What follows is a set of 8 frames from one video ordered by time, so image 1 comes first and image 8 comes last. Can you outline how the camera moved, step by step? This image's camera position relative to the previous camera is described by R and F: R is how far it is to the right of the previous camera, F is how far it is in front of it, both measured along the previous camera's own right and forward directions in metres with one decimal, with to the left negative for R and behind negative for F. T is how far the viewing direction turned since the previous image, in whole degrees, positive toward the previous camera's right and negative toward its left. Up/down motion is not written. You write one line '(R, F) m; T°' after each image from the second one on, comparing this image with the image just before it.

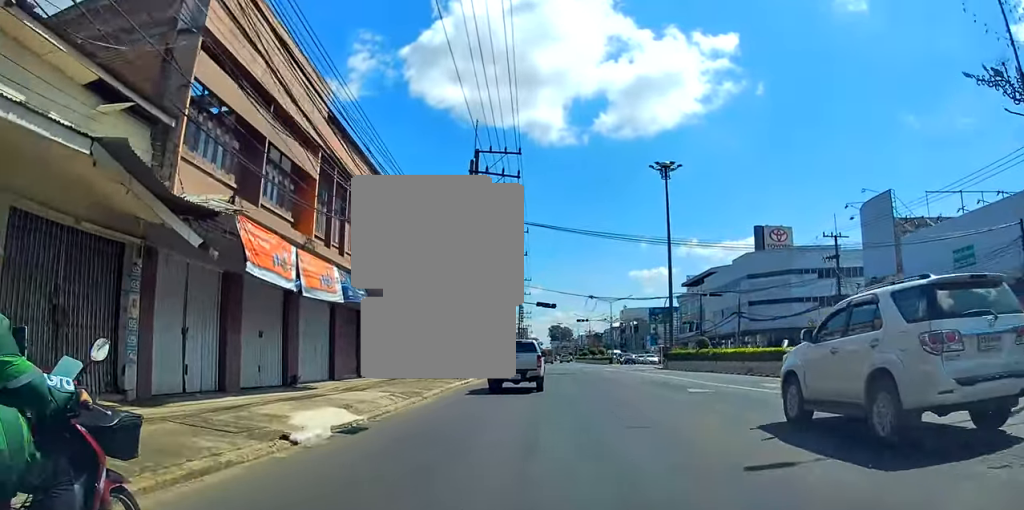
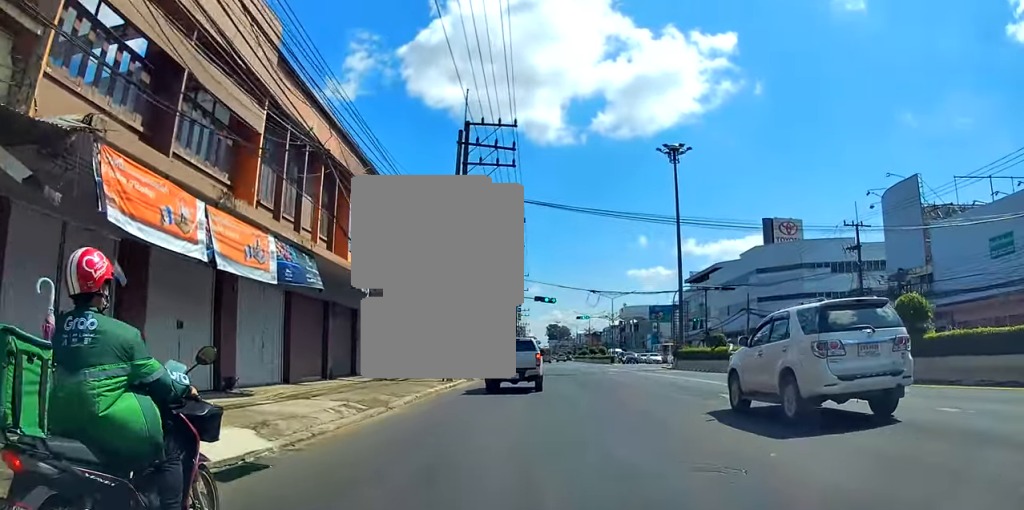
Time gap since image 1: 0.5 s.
(0.0, +3.6) m; 0°
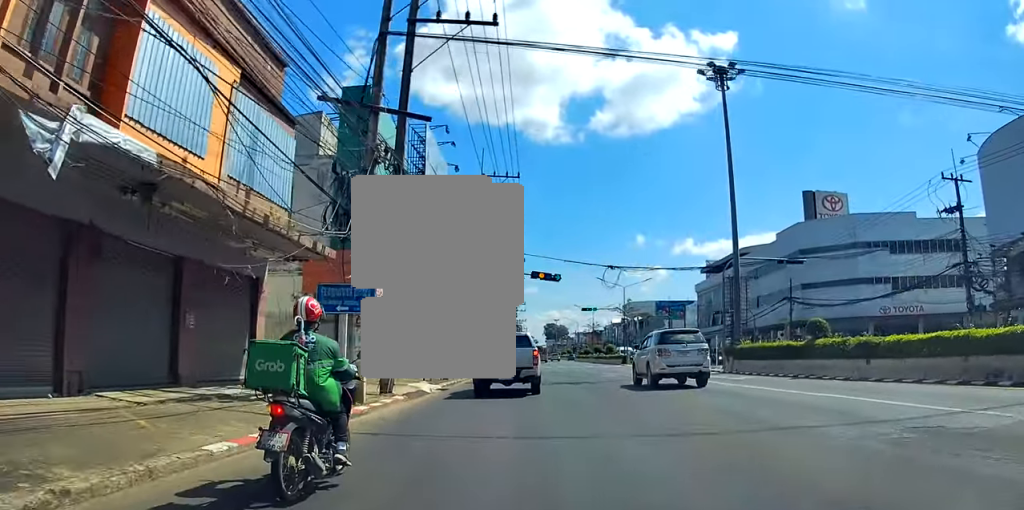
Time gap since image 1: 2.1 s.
(-0.1, +12.1) m; -2°
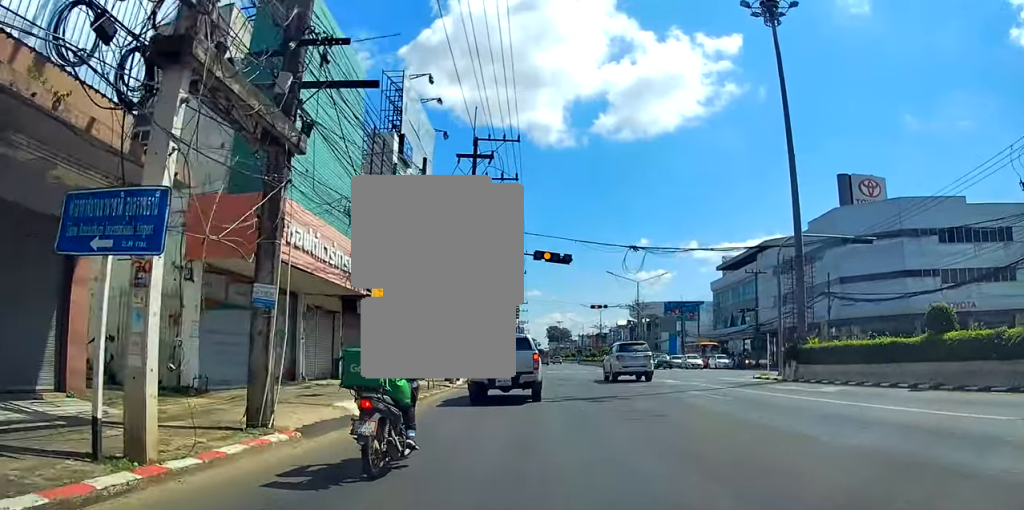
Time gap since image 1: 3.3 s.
(-0.2, +7.7) m; -3°
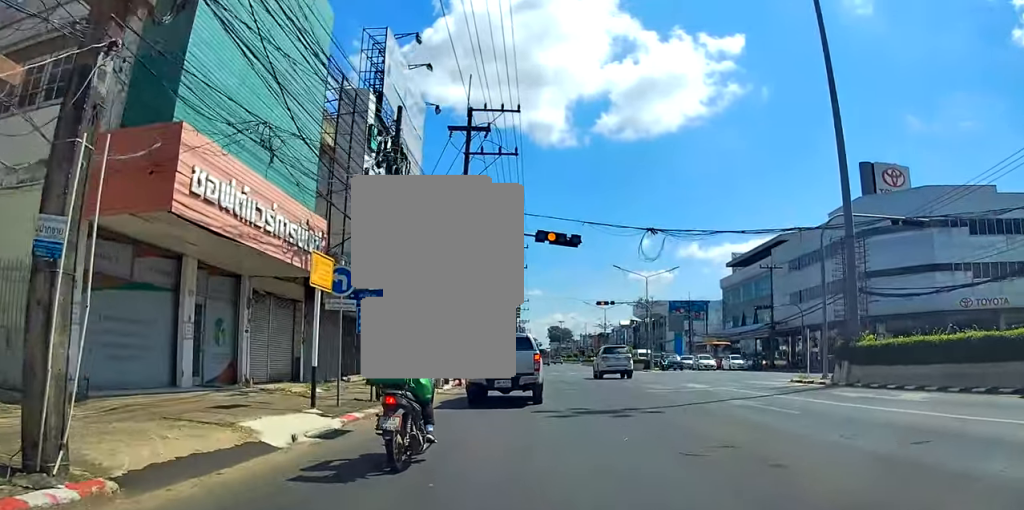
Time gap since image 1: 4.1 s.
(-0.1, +4.3) m; -3°
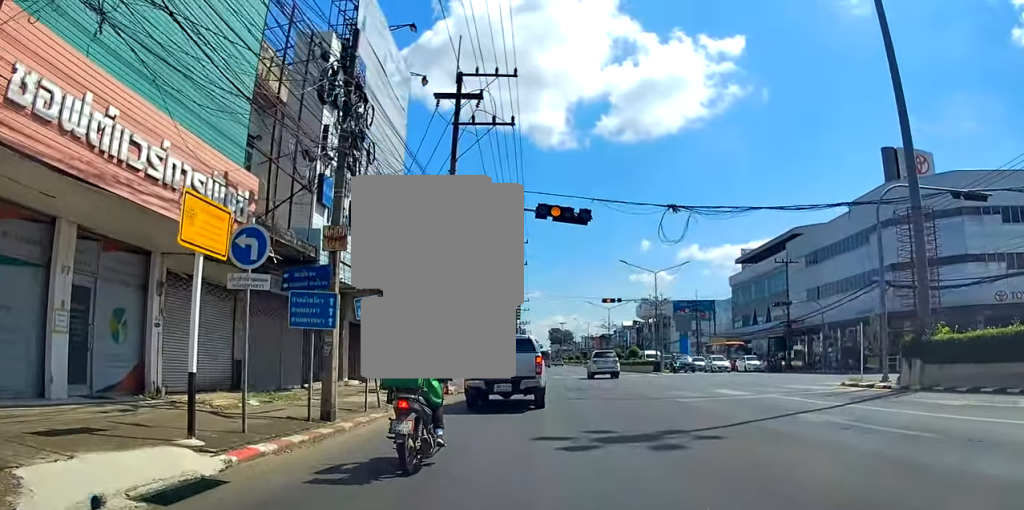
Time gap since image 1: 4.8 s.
(+0.1, +4.4) m; -6°
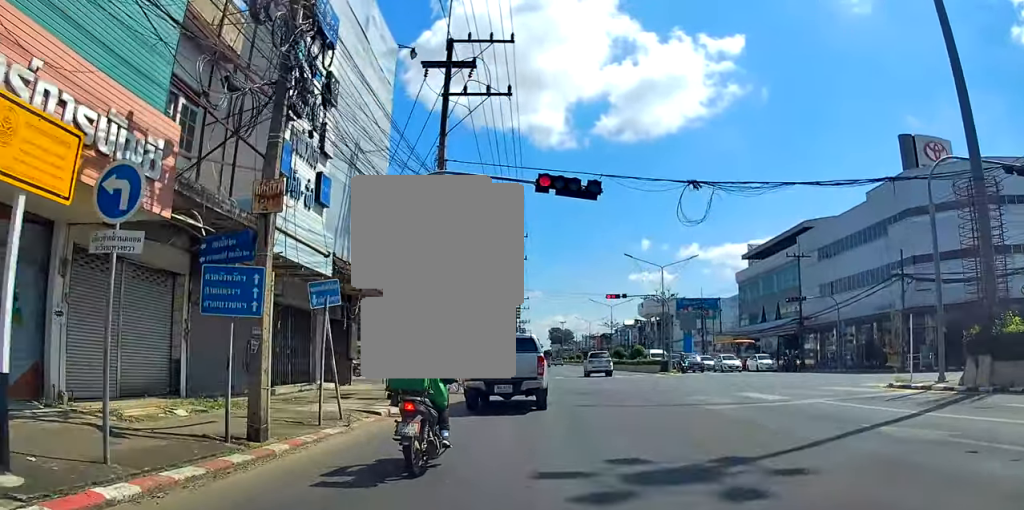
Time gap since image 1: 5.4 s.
(-0.4, +2.9) m; -2°
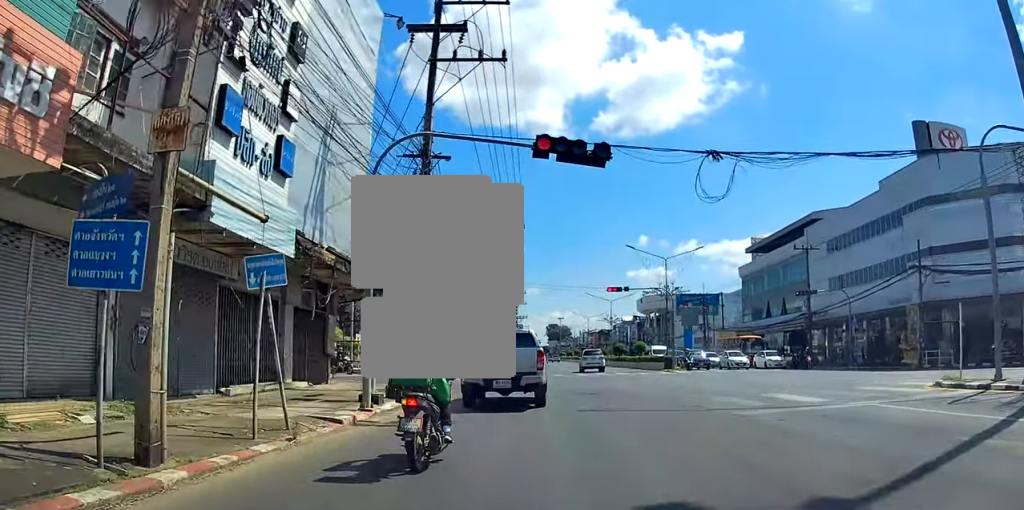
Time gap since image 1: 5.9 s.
(-0.2, +2.5) m; -1°
